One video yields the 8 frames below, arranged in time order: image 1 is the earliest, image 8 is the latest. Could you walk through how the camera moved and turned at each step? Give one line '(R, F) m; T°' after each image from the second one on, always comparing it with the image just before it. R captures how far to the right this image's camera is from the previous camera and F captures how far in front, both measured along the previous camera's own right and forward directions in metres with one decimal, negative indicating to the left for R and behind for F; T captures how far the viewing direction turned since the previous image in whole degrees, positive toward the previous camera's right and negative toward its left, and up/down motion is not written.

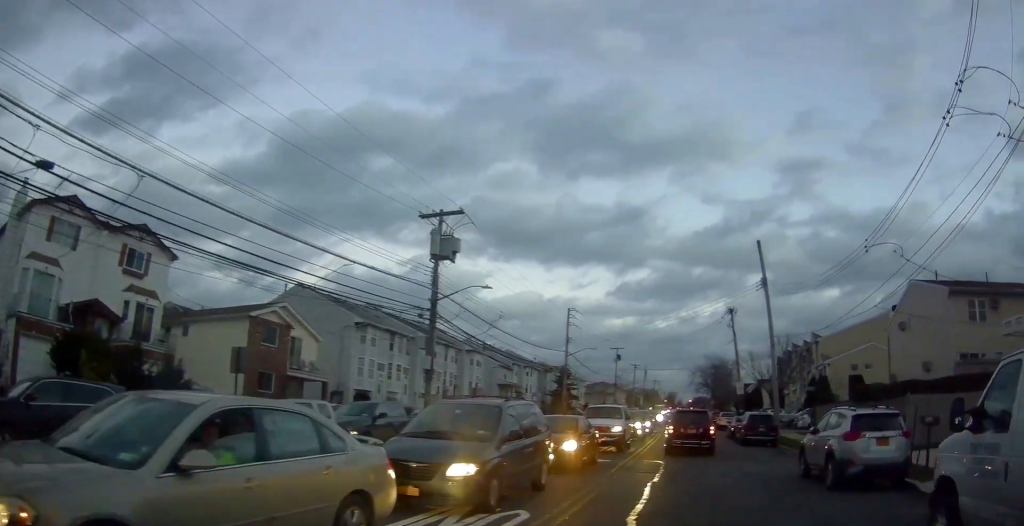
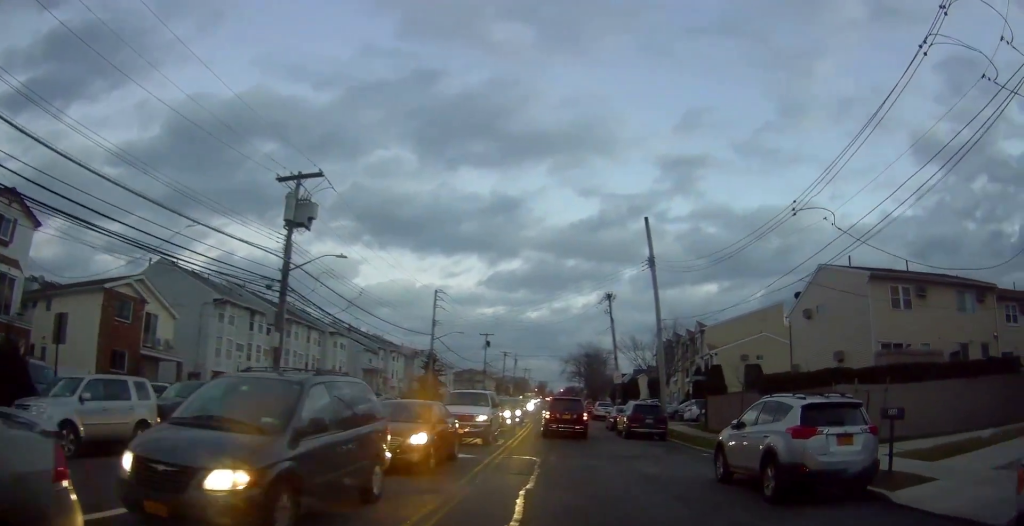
(+0.3, +2.9) m; +13°
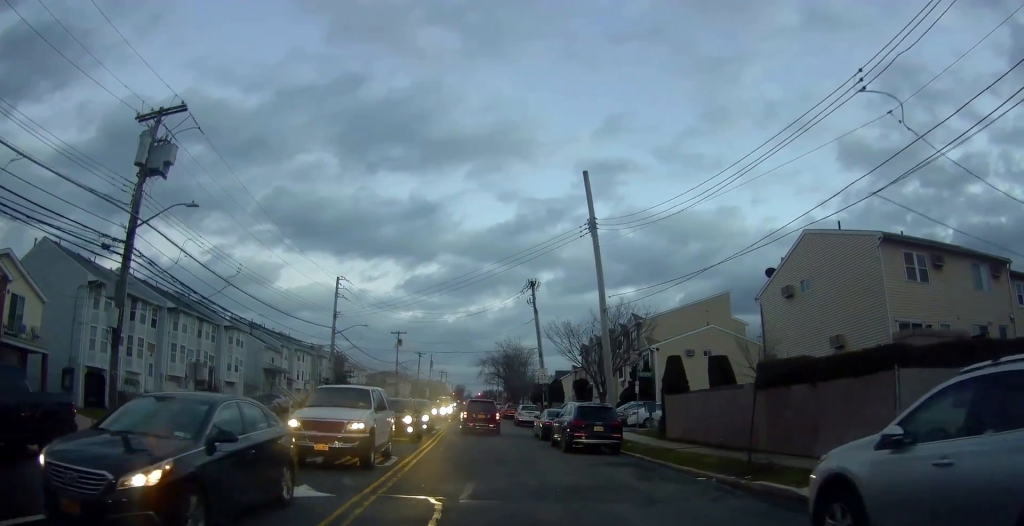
(+1.2, +6.2) m; +12°
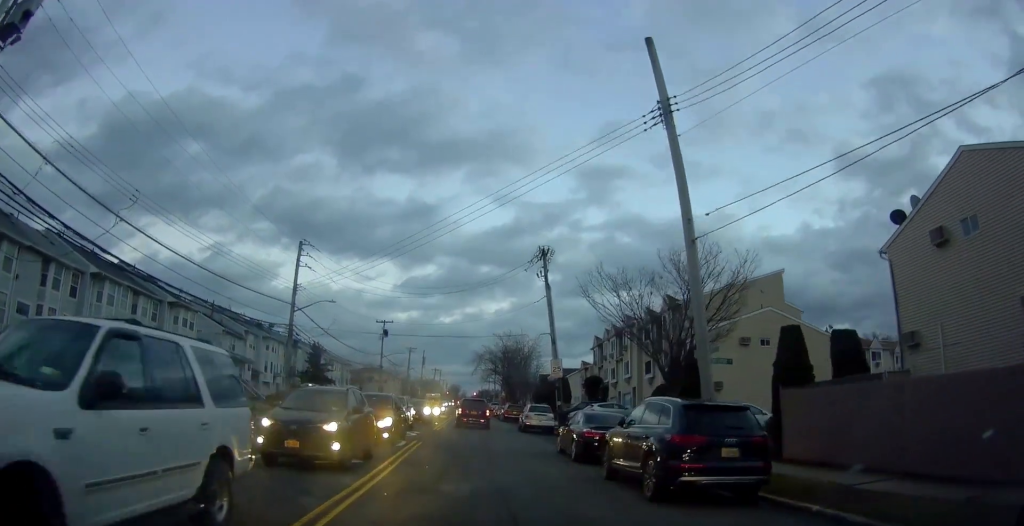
(+0.2, +9.9) m; -1°
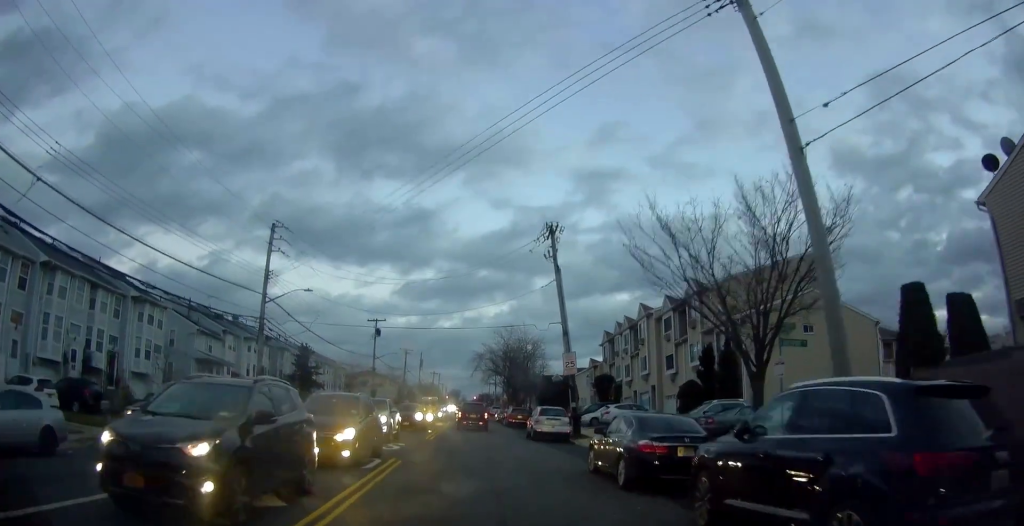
(-0.1, +5.3) m; -1°
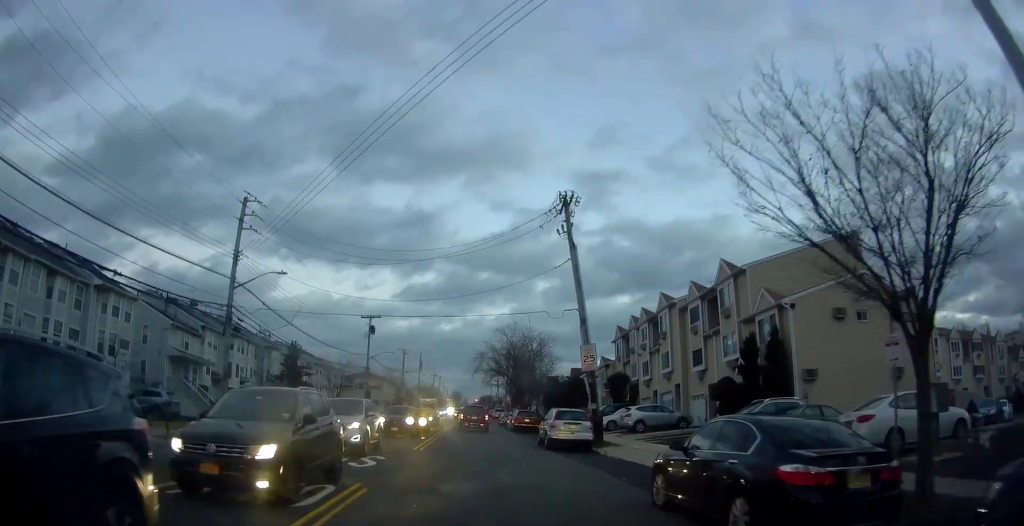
(-0.6, +4.9) m; +1°
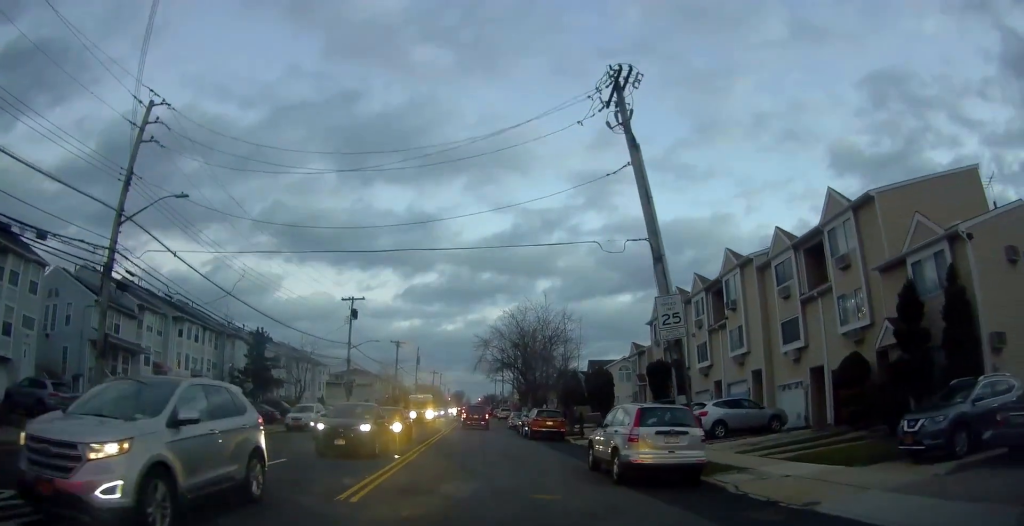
(+1.0, +11.0) m; +1°
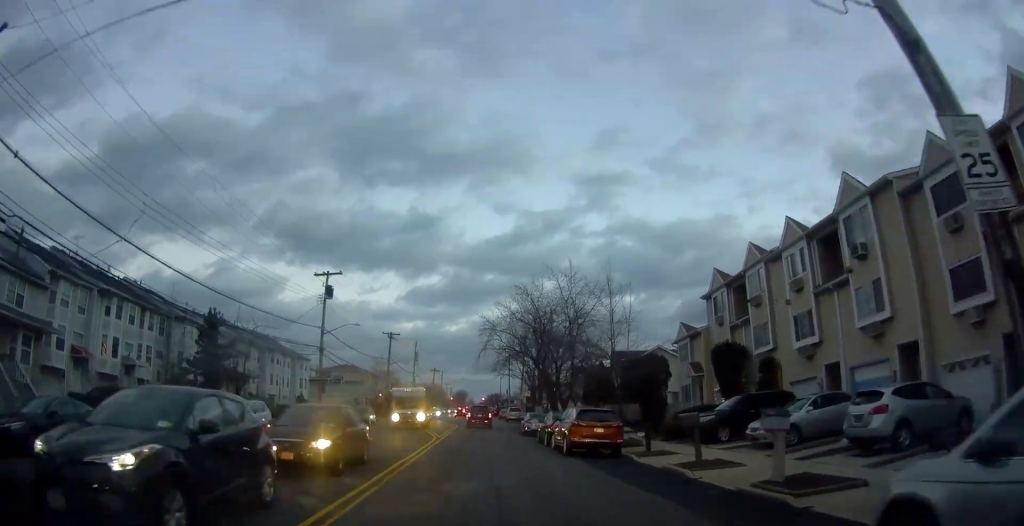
(-0.5, +11.0) m; -3°
